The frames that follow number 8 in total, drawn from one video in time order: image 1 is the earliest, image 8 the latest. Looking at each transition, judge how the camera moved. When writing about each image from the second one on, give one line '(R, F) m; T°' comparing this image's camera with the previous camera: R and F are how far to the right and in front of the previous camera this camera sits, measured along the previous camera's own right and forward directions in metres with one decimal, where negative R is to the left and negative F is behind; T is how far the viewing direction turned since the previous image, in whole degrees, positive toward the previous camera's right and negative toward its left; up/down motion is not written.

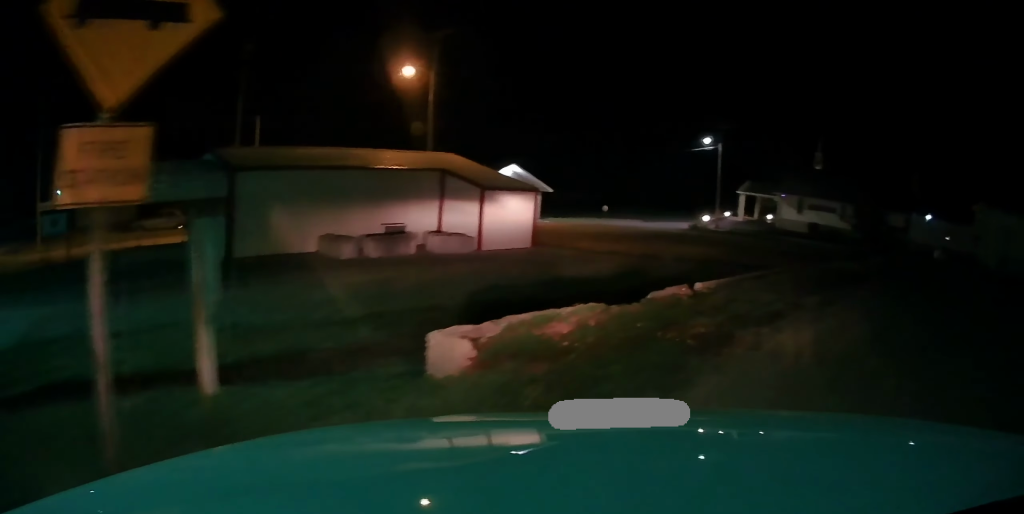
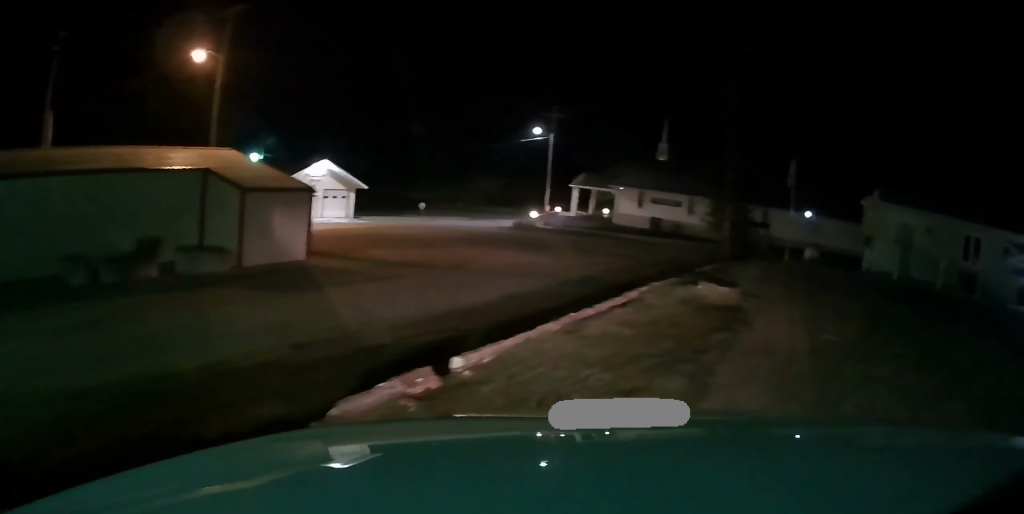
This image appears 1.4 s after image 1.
(+0.4, +5.8) m; +18°
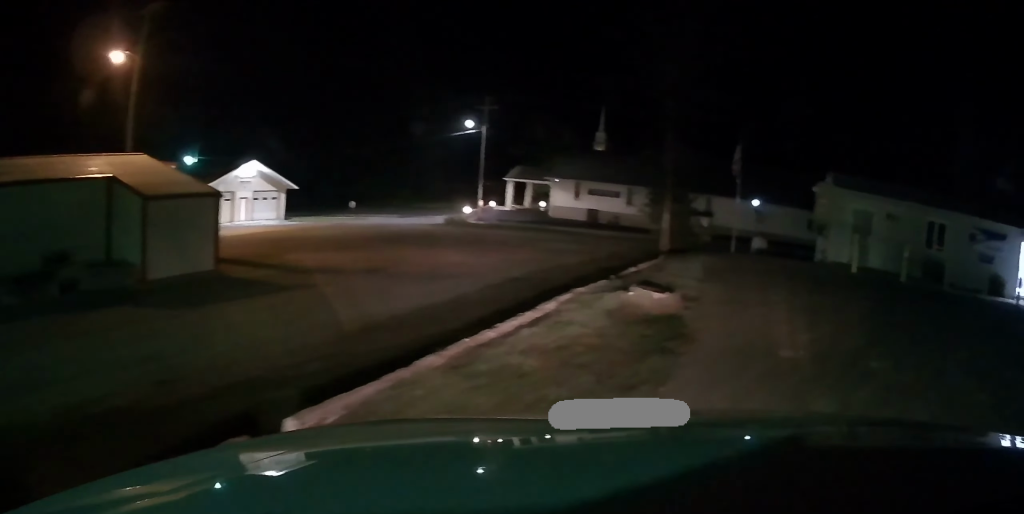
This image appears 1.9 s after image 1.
(+0.2, +2.1) m; +12°
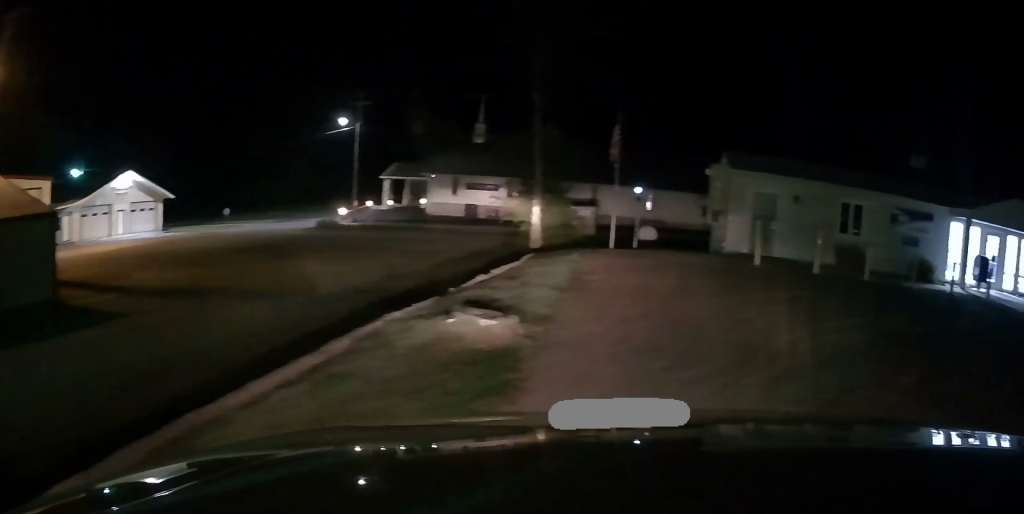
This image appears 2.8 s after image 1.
(+0.4, +3.1) m; +14°
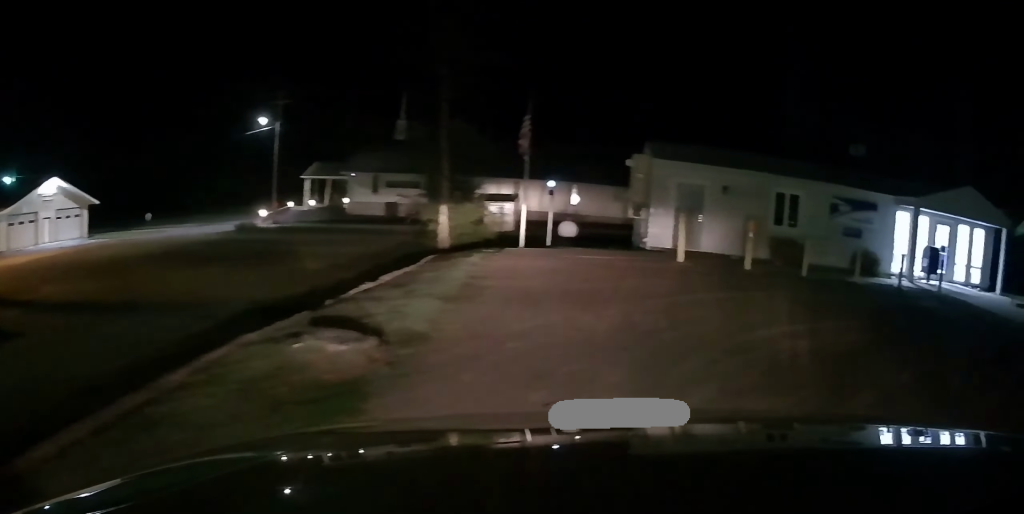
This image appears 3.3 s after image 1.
(+0.2, +1.8) m; +7°
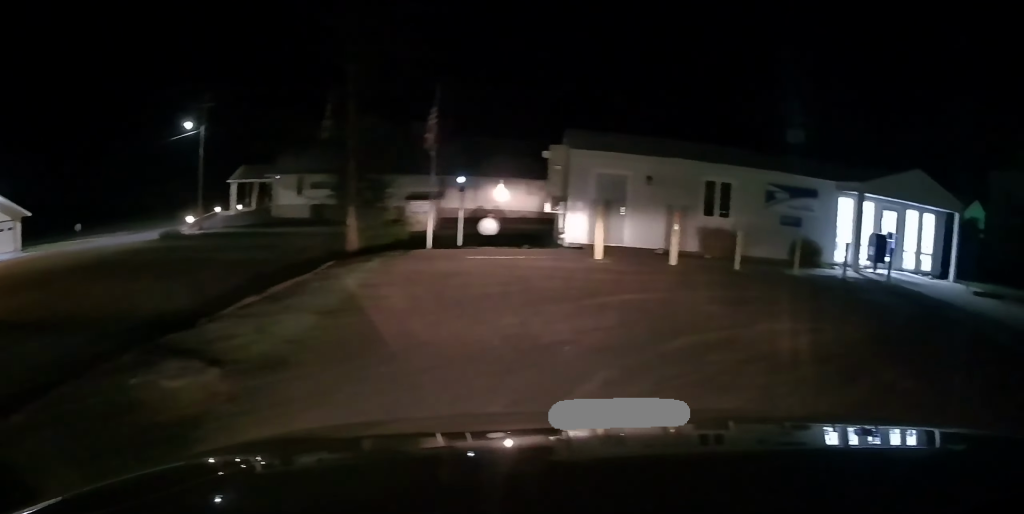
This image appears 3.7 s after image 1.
(+0.2, +1.6) m; +5°
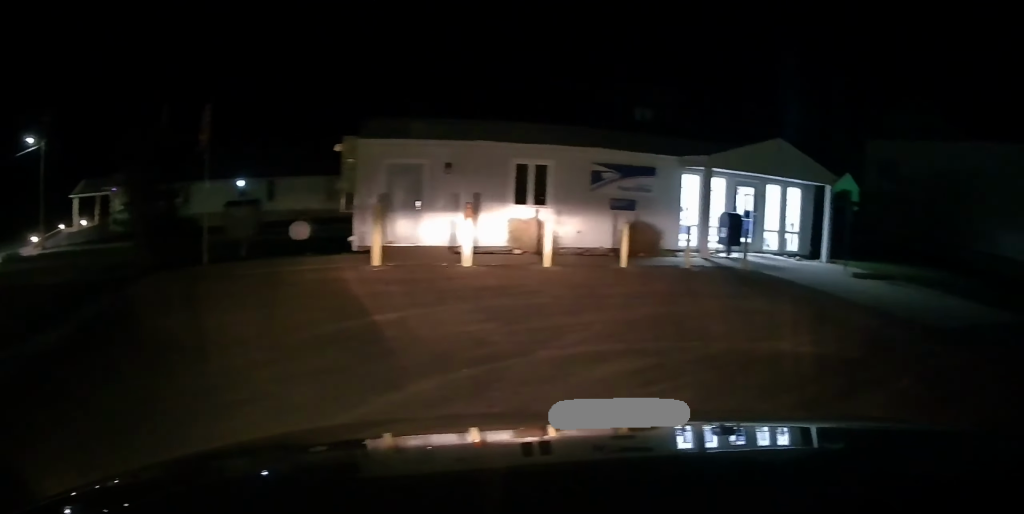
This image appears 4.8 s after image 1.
(+0.2, +3.5) m; +18°
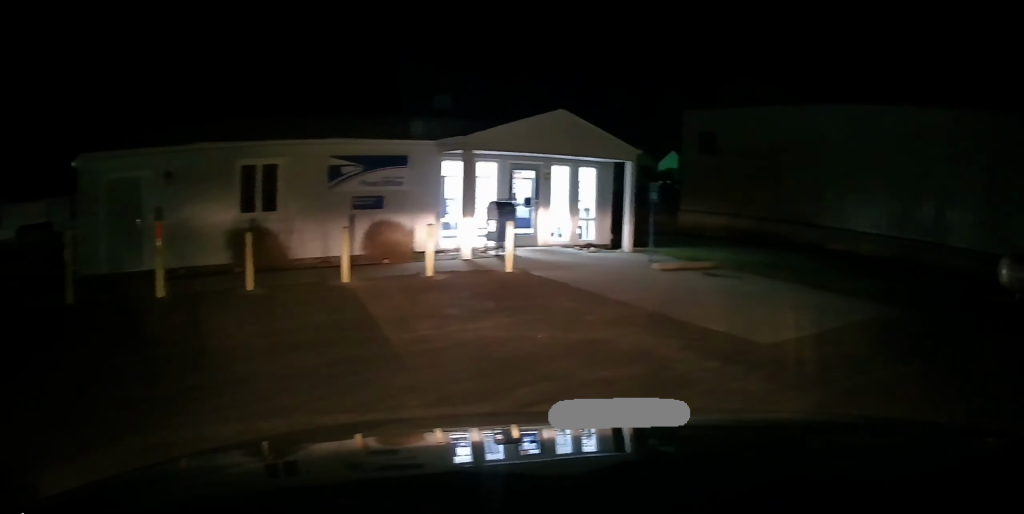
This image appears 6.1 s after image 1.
(+1.2, +3.9) m; +24°
